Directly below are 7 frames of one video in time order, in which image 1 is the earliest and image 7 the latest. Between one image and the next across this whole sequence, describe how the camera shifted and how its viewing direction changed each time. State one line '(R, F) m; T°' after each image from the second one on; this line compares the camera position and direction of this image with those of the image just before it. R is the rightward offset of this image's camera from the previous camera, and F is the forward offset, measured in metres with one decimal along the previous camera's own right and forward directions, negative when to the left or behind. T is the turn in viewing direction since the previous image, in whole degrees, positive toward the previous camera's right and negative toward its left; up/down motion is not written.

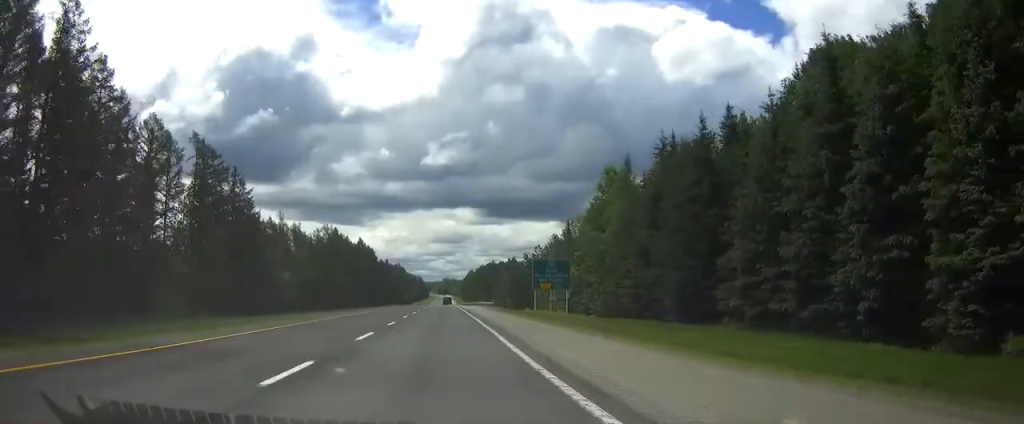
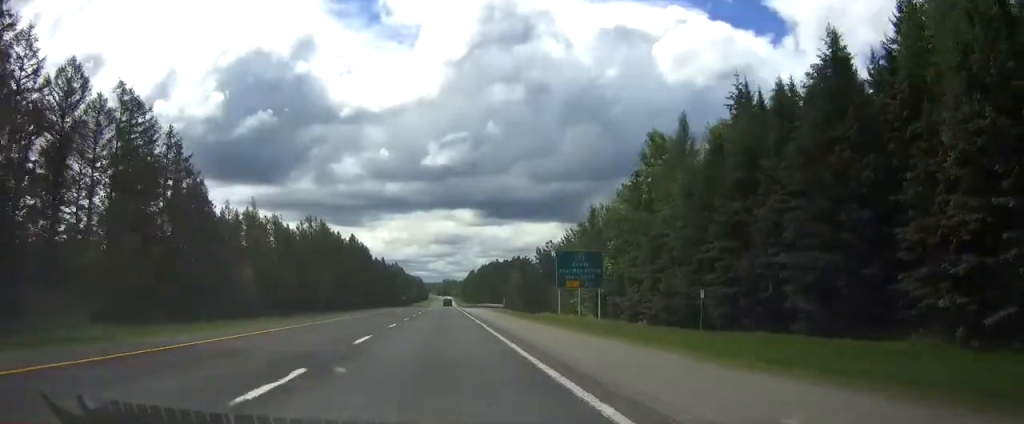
(0.0, +19.0) m; 0°
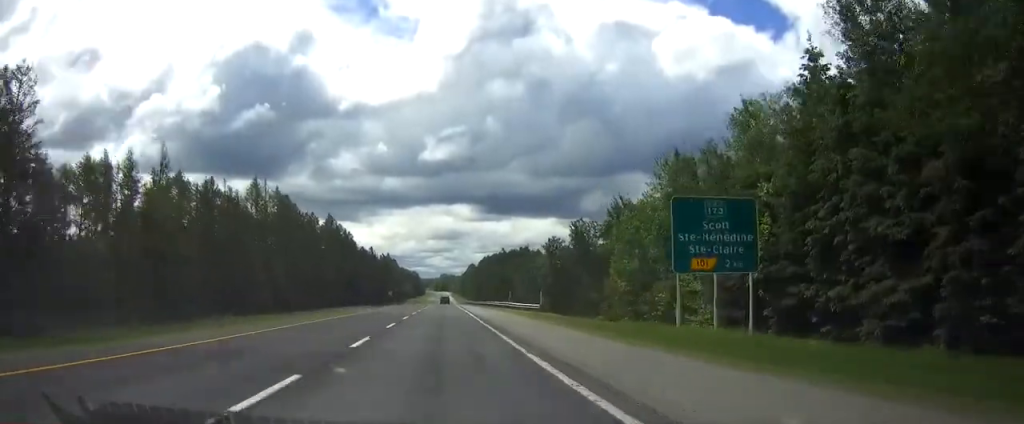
(0.0, +36.9) m; 0°
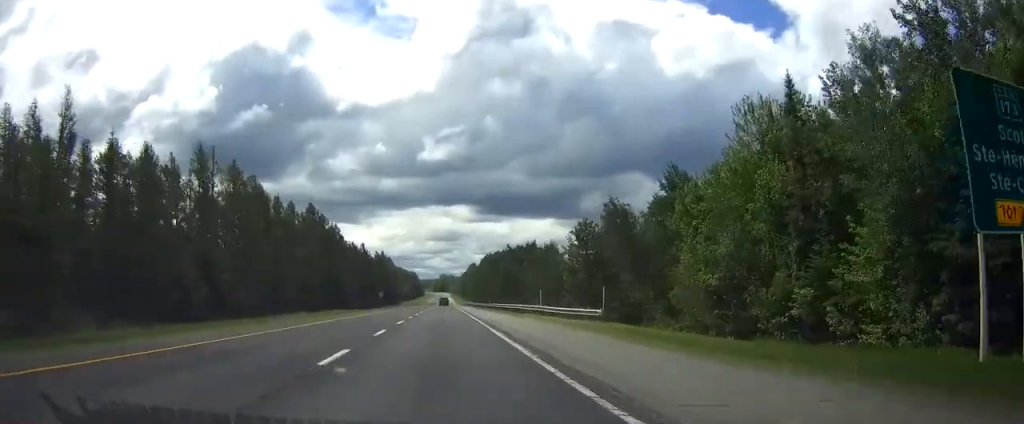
(+0.1, +22.2) m; 0°
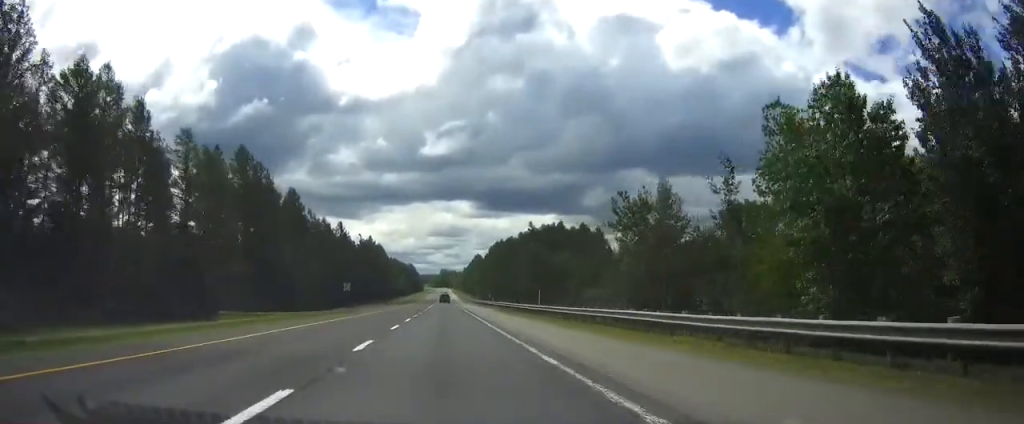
(0.0, +50.7) m; 0°
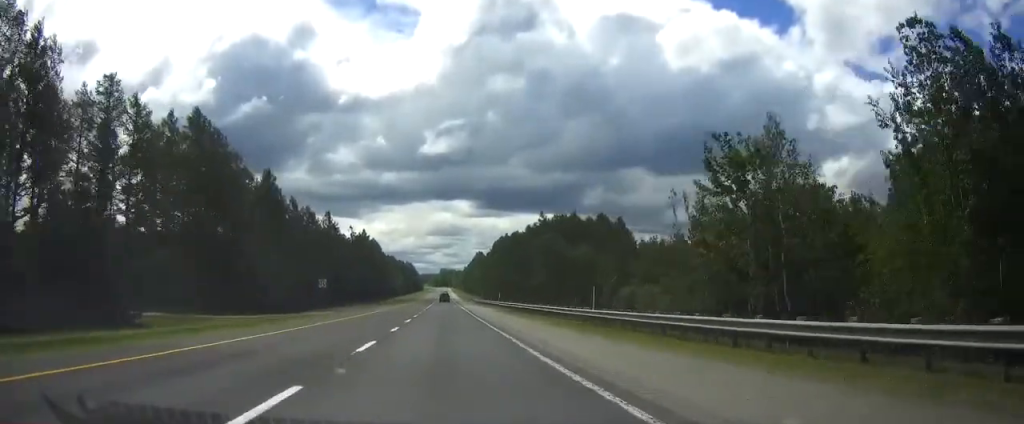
(0.0, +18.0) m; 0°
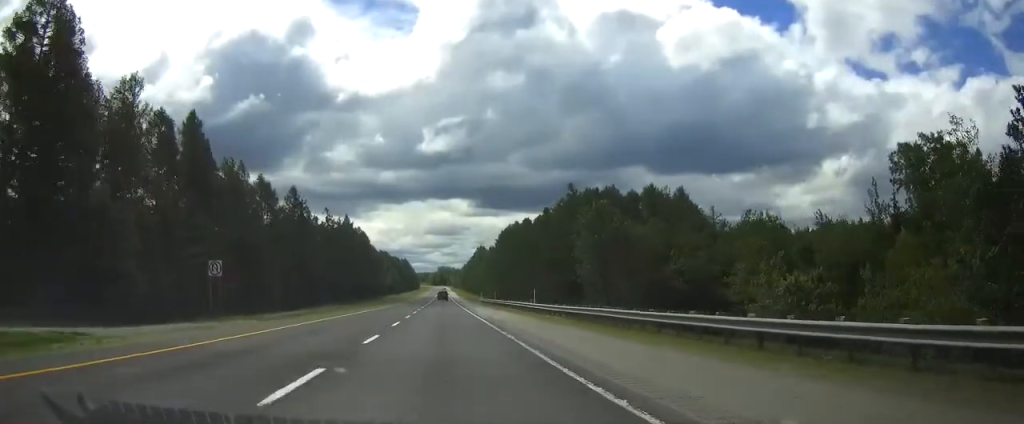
(+0.1, +33.9) m; 0°
